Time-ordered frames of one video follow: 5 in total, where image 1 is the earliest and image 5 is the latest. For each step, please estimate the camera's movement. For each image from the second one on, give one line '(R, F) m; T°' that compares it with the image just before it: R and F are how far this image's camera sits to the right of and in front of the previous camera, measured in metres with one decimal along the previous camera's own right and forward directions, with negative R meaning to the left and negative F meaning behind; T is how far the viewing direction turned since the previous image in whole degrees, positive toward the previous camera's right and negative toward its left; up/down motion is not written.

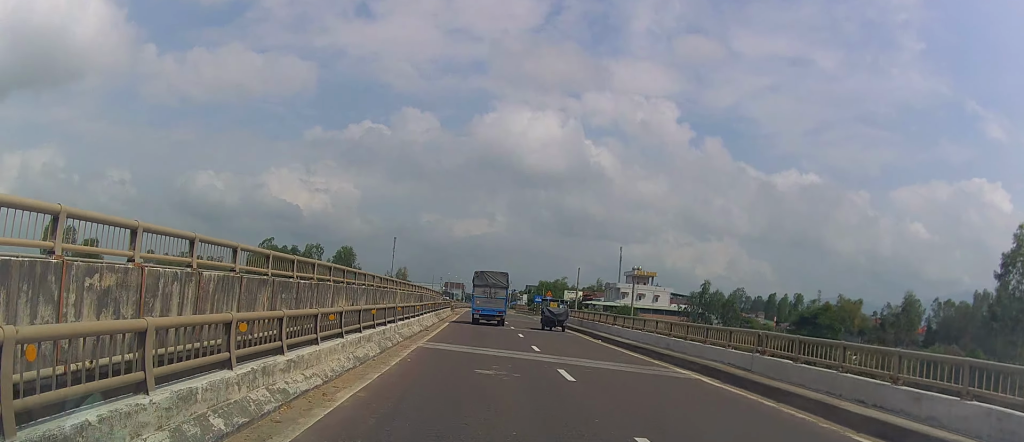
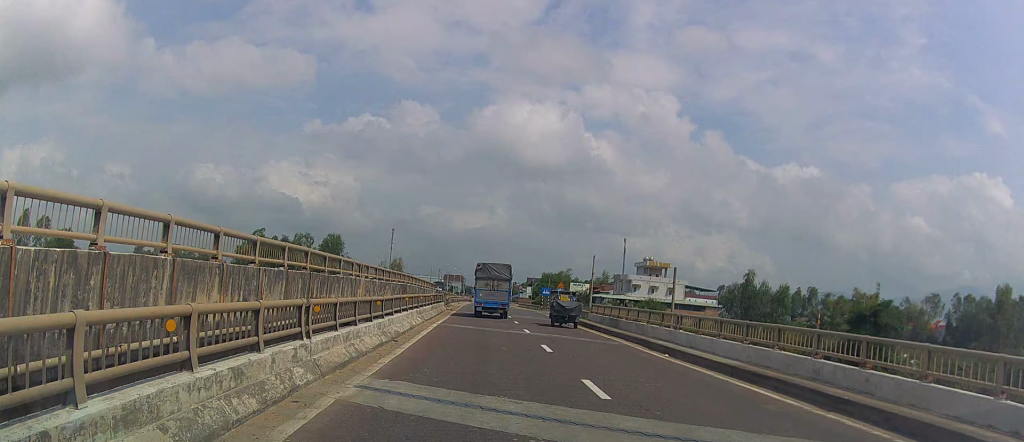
(+0.2, +11.3) m; 0°
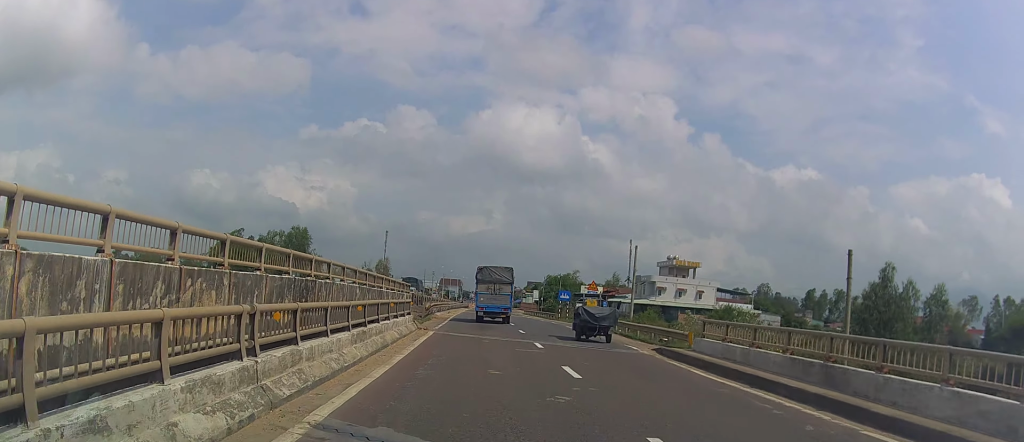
(-0.8, +21.7) m; -4°
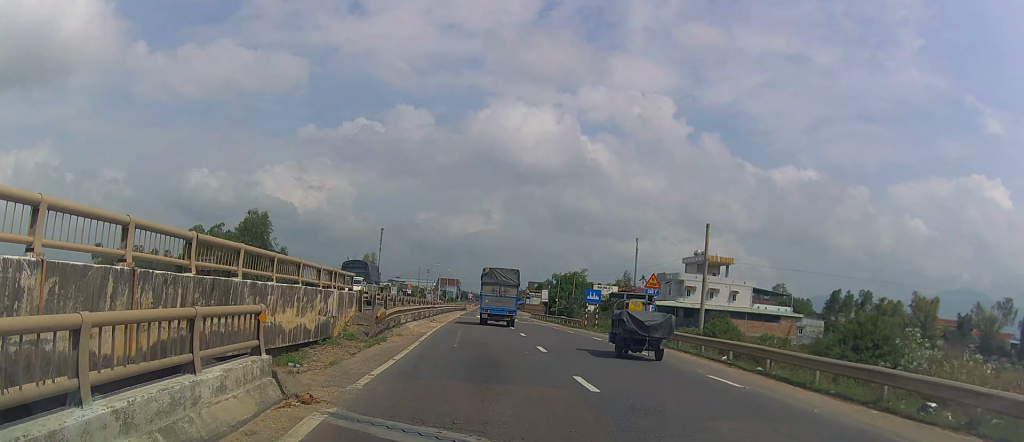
(+0.2, +18.6) m; +1°
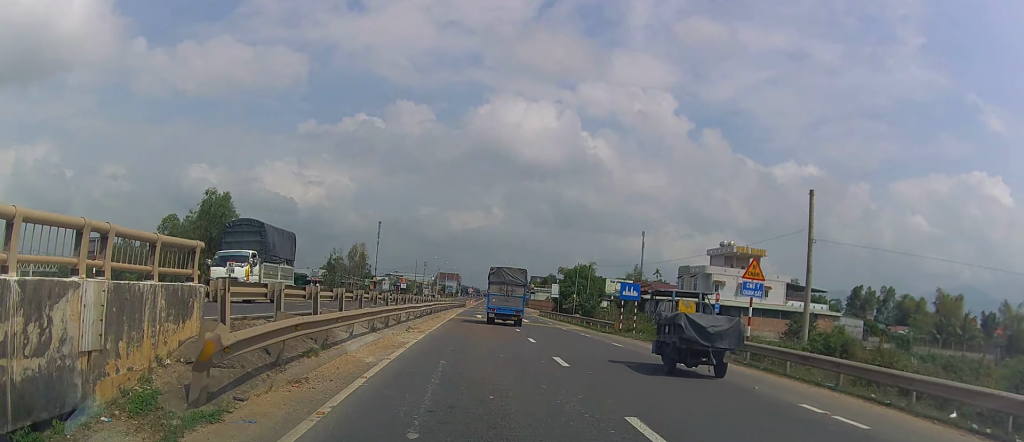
(-0.1, +13.0) m; +1°
